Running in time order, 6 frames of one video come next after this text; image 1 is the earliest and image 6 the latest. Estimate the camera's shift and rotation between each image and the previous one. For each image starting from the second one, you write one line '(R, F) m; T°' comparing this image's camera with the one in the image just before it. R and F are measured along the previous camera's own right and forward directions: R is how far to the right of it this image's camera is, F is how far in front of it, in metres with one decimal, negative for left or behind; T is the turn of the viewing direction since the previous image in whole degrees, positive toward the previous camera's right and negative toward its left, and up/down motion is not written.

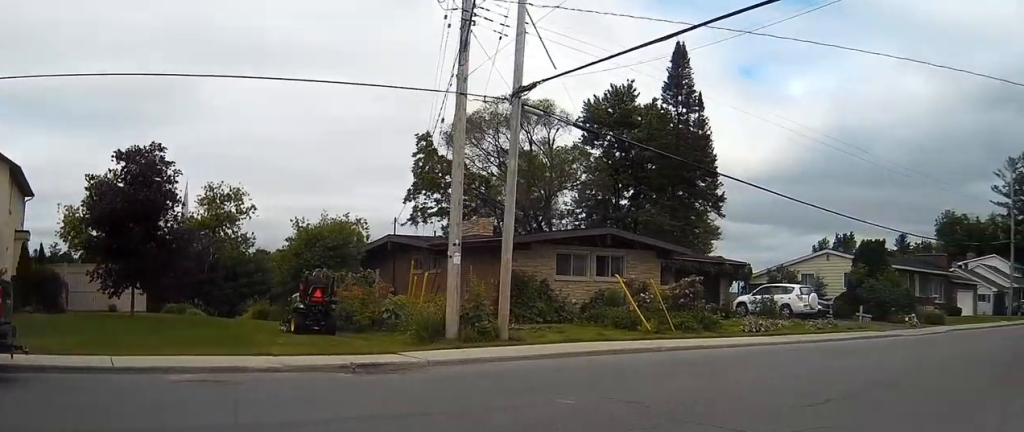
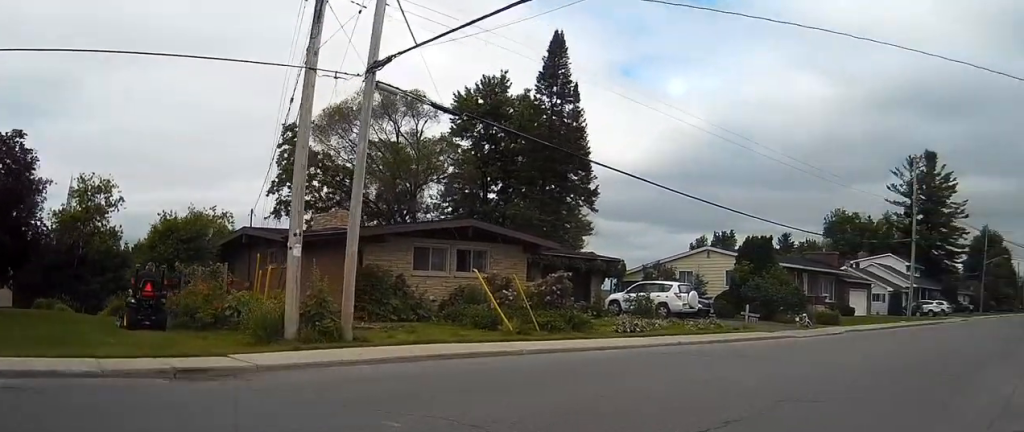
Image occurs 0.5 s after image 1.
(0.0, +1.4) m; +7°
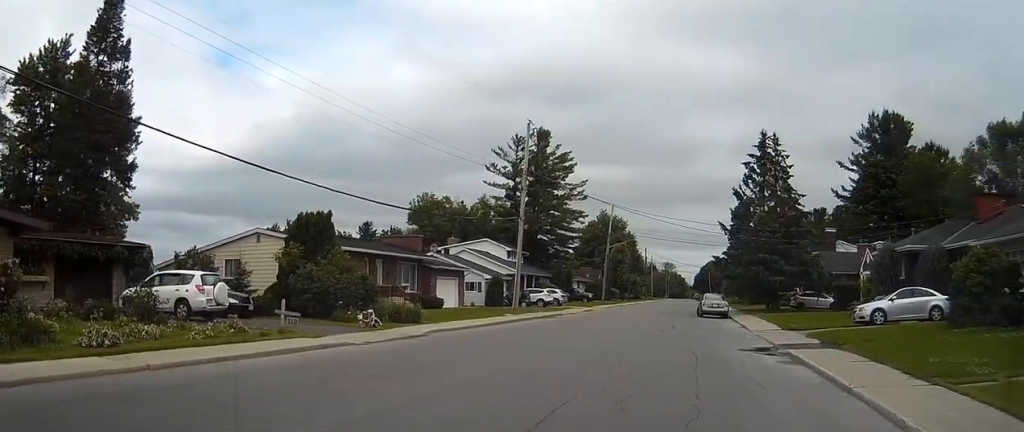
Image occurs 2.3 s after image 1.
(+1.7, +7.2) m; +25°
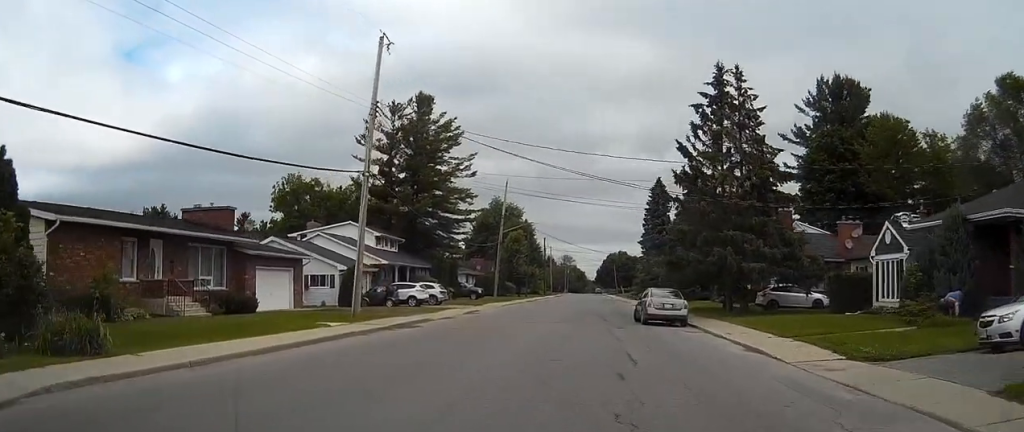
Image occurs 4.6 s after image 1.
(+2.0, +14.7) m; +10°
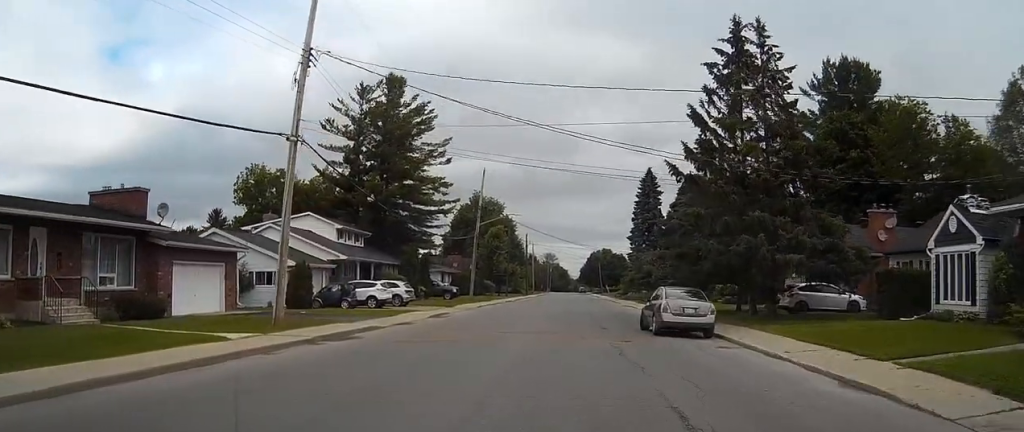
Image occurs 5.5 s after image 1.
(+0.1, +7.0) m; +1°
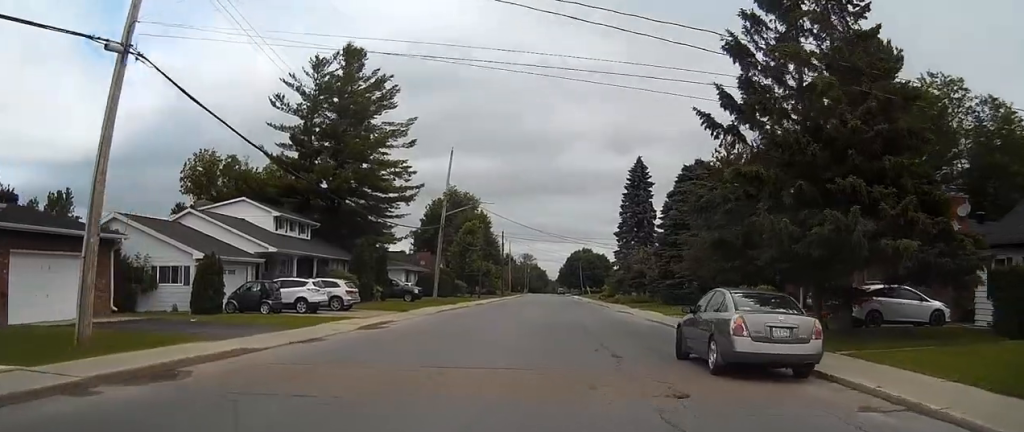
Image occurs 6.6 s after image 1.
(+0.2, +9.9) m; +2°
